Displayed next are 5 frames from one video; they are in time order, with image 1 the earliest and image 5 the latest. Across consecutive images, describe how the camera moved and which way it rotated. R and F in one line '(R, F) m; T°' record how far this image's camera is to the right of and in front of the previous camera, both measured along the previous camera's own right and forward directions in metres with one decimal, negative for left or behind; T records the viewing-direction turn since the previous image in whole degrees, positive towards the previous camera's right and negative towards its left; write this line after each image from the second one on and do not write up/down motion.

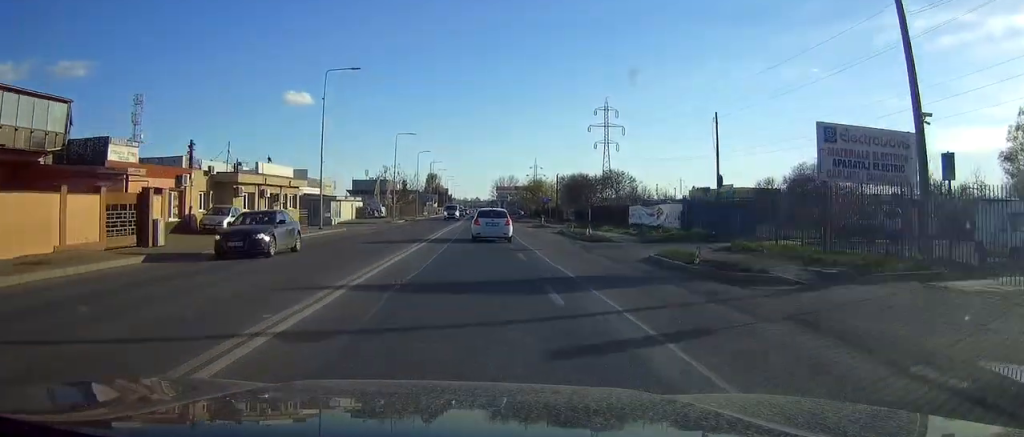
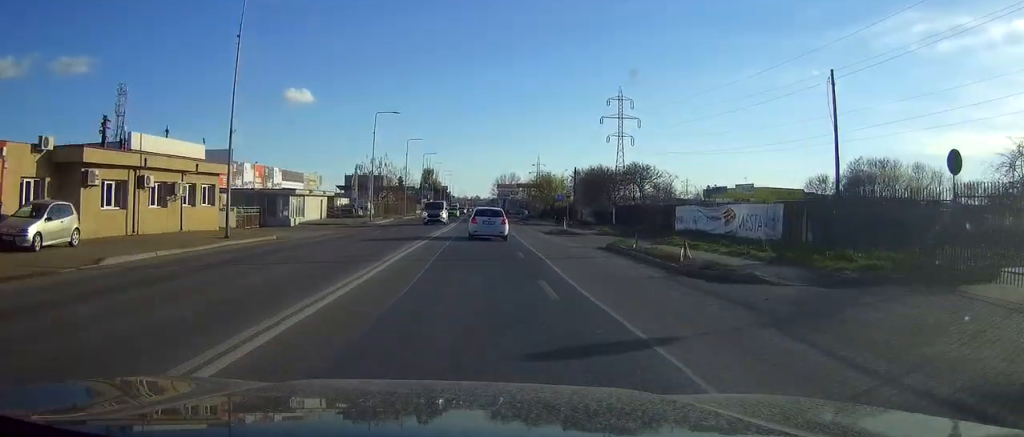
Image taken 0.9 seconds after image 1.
(0.0, +17.5) m; 0°
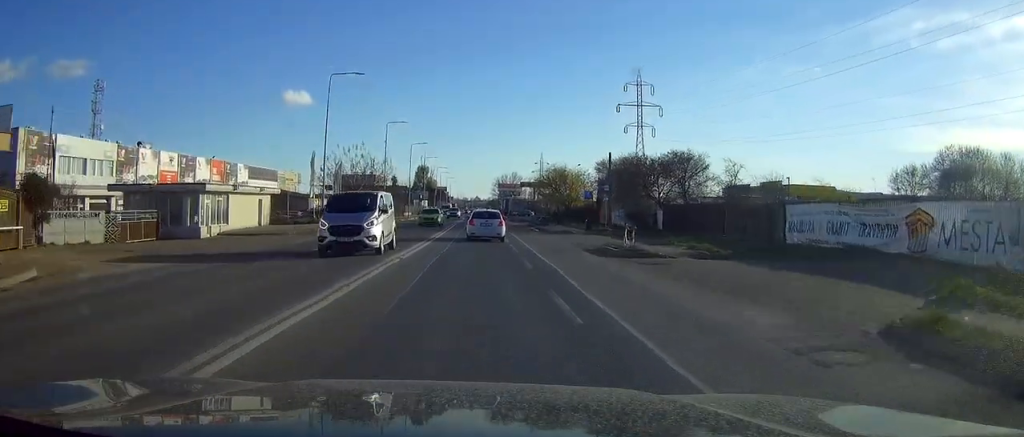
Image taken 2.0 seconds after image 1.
(0.0, +20.8) m; 0°
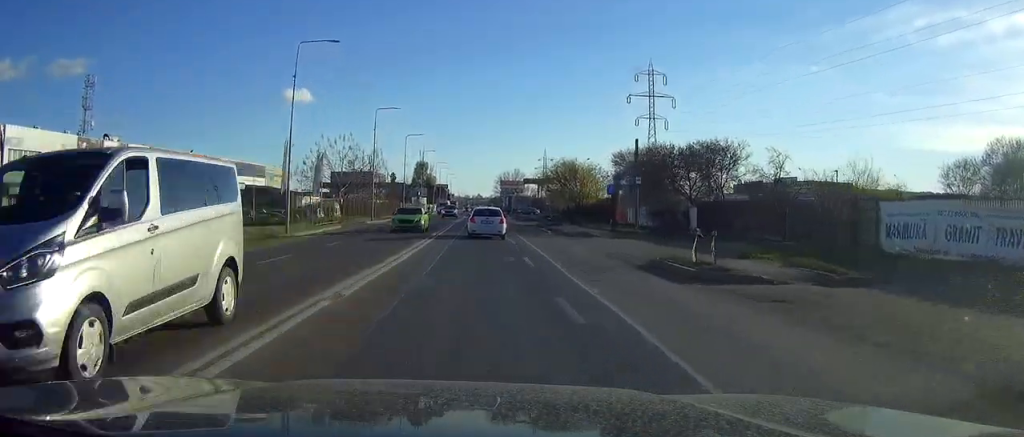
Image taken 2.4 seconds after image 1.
(0.0, +9.1) m; 0°
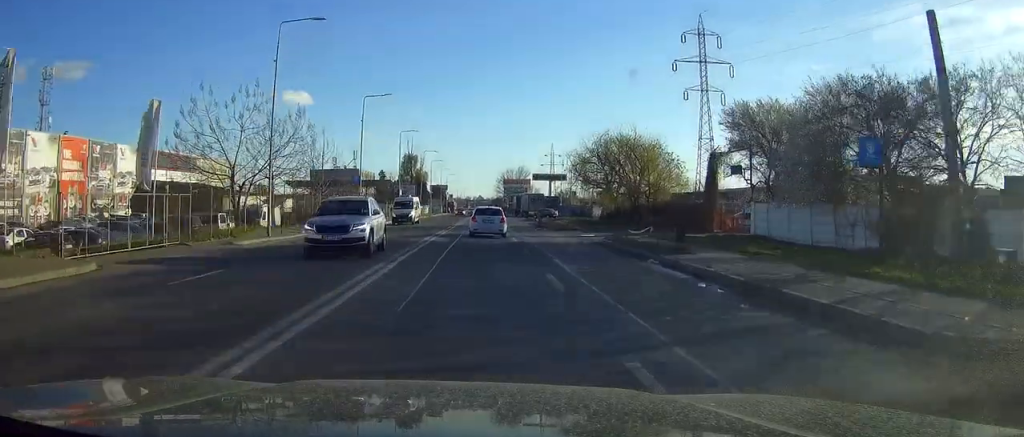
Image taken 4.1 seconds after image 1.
(0.0, +32.9) m; 0°
